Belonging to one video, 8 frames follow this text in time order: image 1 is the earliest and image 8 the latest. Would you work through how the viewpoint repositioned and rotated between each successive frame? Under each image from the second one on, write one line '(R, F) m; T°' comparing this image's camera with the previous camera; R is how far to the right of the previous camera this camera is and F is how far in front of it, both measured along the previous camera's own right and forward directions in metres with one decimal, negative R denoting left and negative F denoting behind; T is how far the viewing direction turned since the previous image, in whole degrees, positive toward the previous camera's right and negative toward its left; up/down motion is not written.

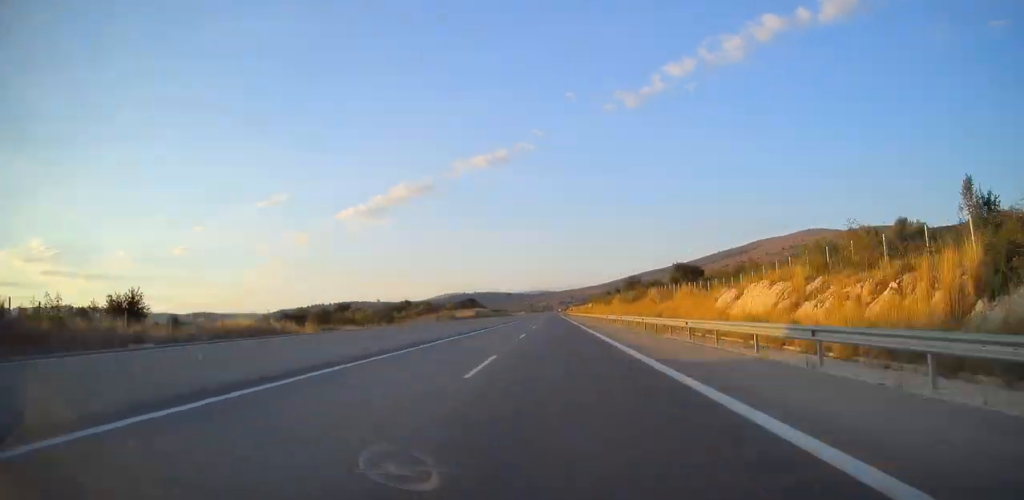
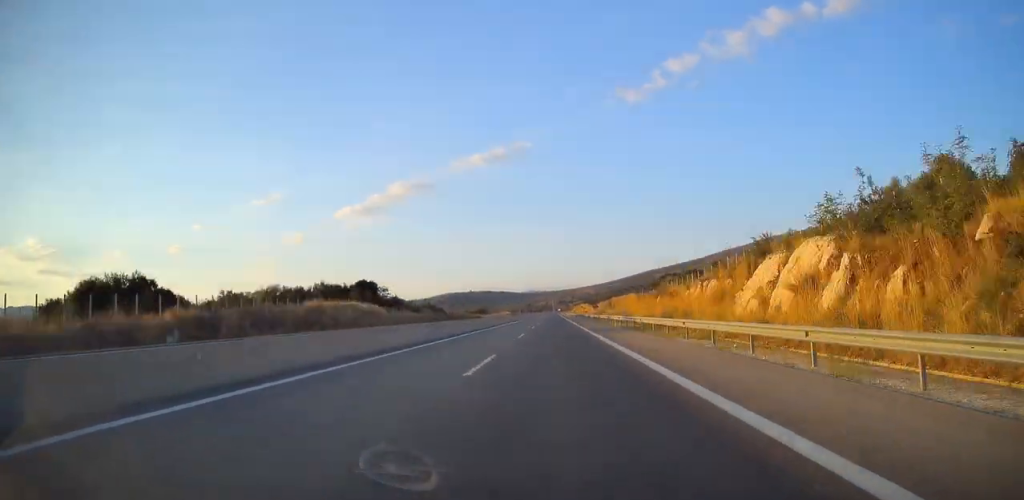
(+0.1, +144.5) m; +1°
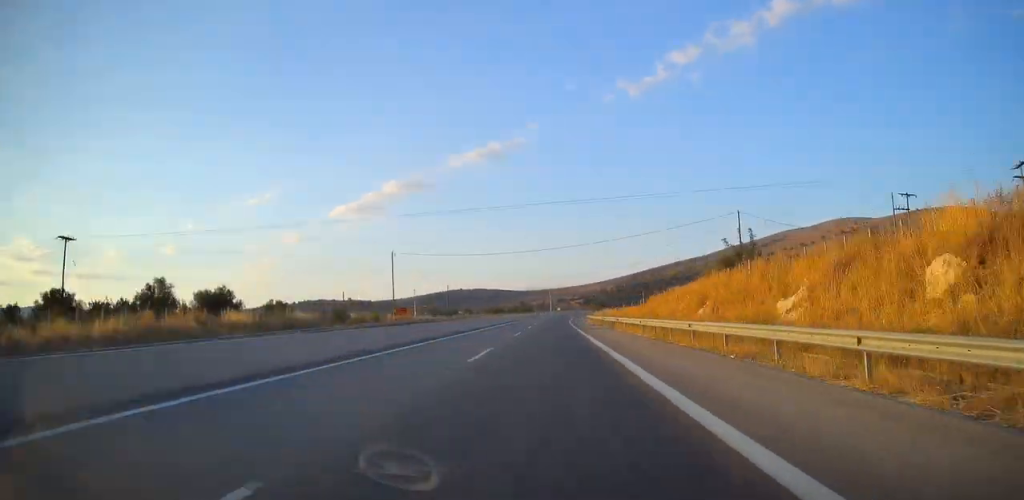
(+2.1, +267.0) m; +5°
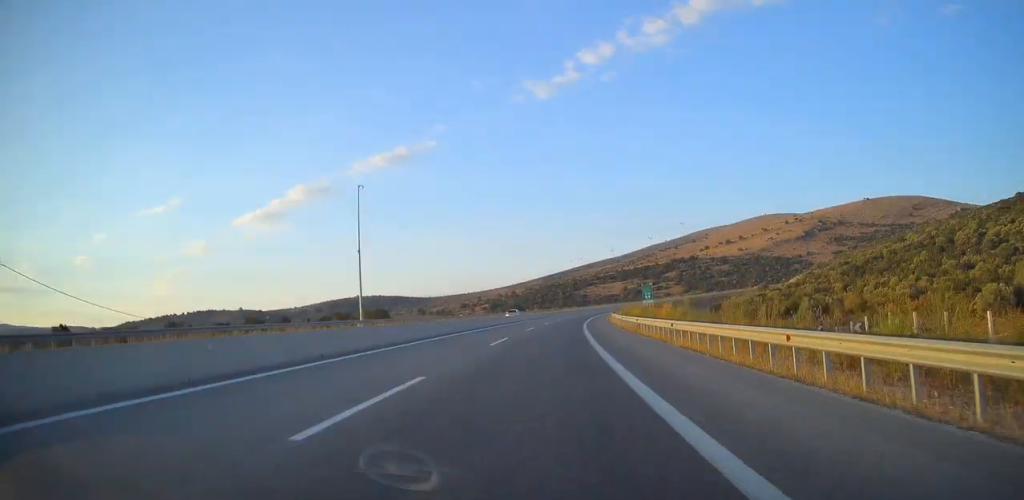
(+6.3, +190.2) m; +10°
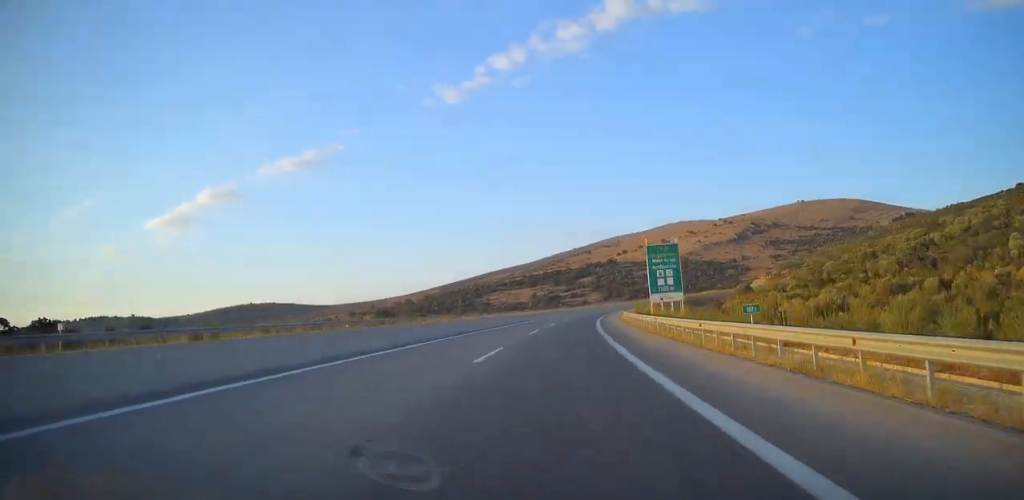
(+11.2, +130.8) m; +8°
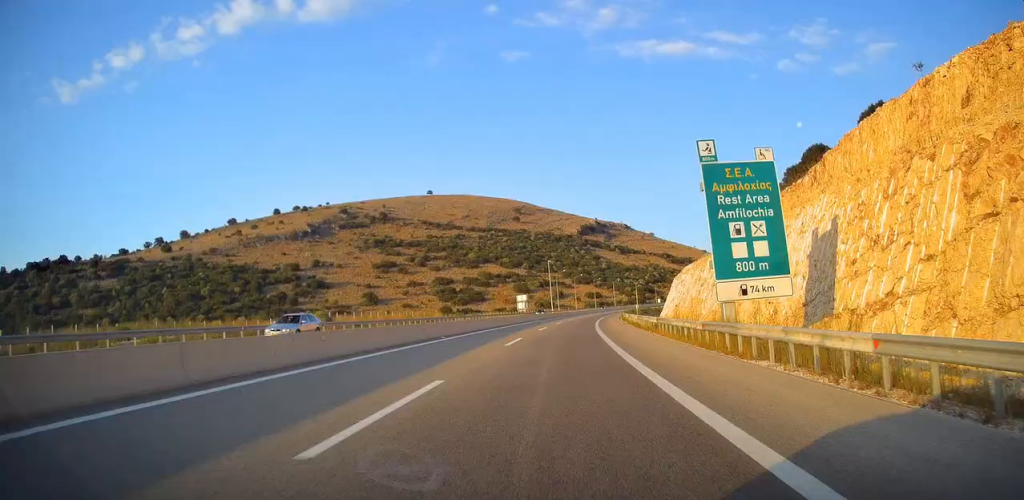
(+163.9, +487.9) m; +38°
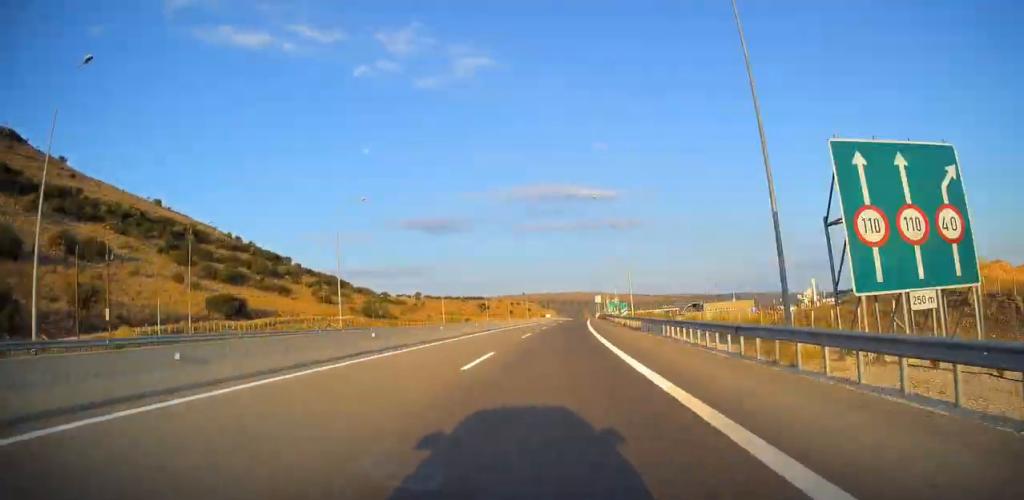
(+203.4, +528.6) m; +35°
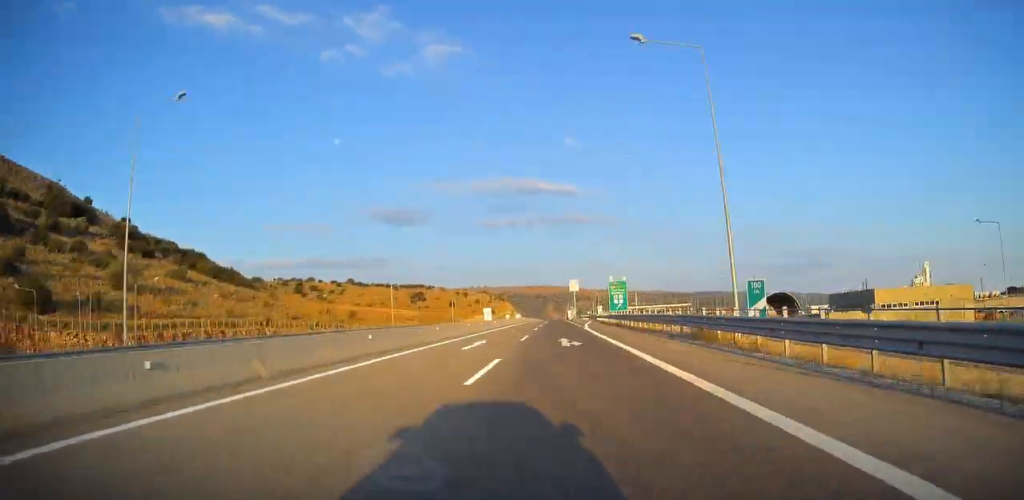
(+10.0, +148.6) m; +3°
